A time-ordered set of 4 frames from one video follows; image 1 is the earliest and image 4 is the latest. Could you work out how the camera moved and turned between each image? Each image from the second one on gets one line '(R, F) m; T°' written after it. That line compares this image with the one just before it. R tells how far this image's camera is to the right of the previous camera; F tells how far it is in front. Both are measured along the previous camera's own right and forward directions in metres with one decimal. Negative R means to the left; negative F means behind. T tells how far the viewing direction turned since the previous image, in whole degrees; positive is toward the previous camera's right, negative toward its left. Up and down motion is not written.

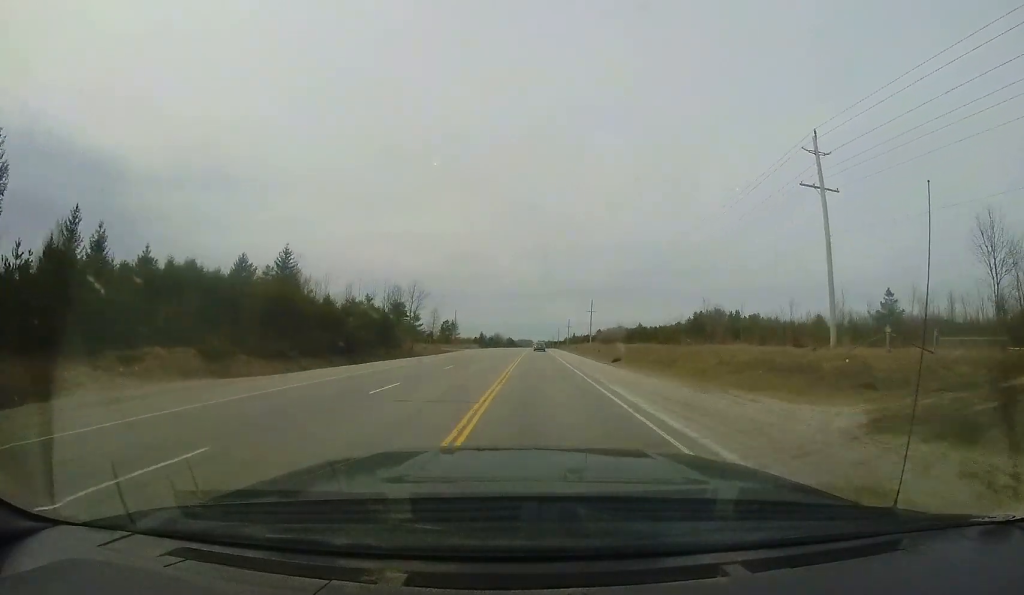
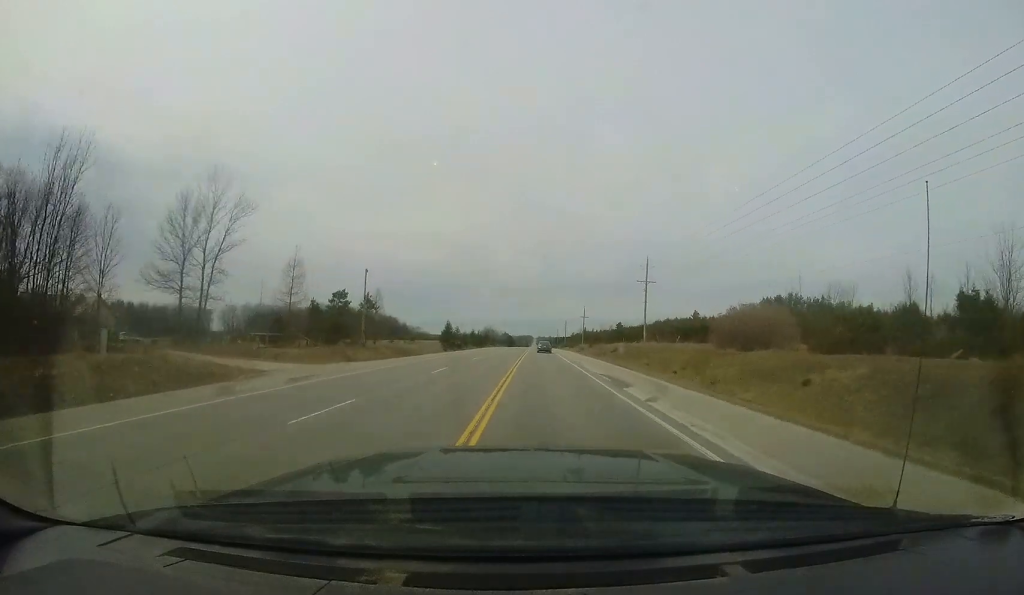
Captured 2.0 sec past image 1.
(+0.8, +52.2) m; +1°
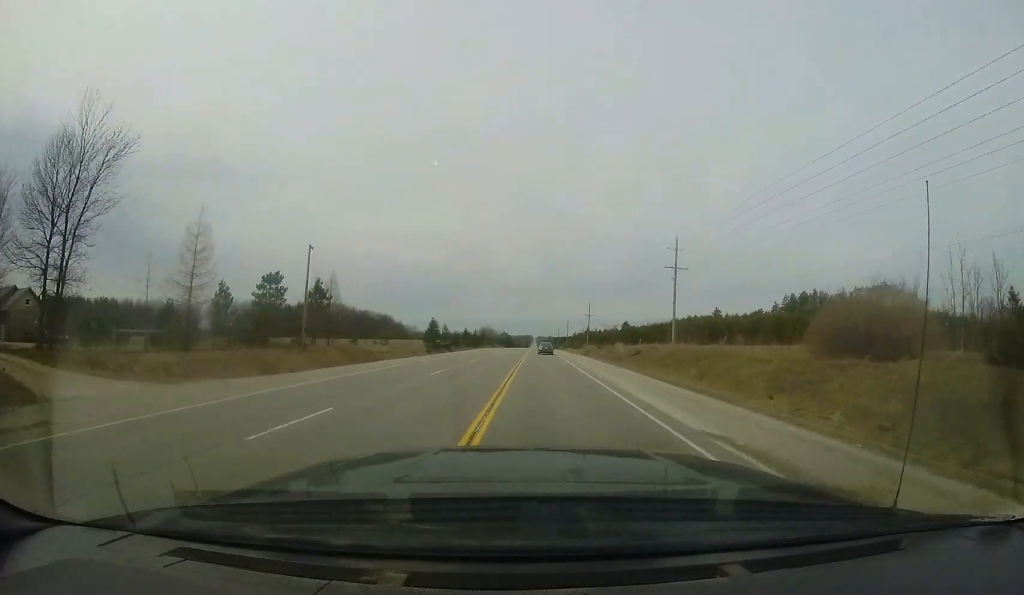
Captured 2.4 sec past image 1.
(-0.1, +11.8) m; 0°
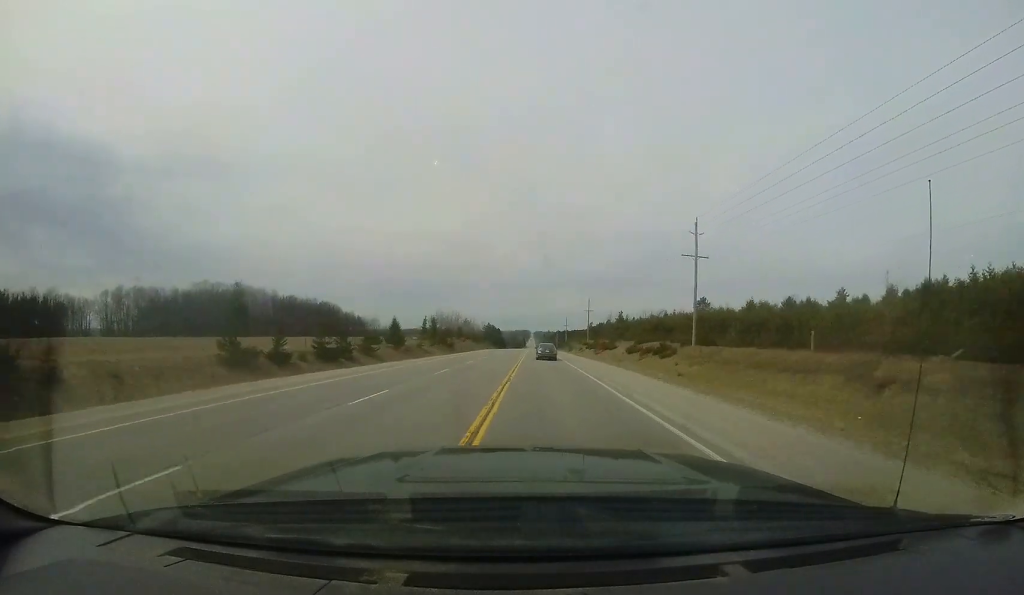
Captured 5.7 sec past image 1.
(+0.6, +78.8) m; +1°
